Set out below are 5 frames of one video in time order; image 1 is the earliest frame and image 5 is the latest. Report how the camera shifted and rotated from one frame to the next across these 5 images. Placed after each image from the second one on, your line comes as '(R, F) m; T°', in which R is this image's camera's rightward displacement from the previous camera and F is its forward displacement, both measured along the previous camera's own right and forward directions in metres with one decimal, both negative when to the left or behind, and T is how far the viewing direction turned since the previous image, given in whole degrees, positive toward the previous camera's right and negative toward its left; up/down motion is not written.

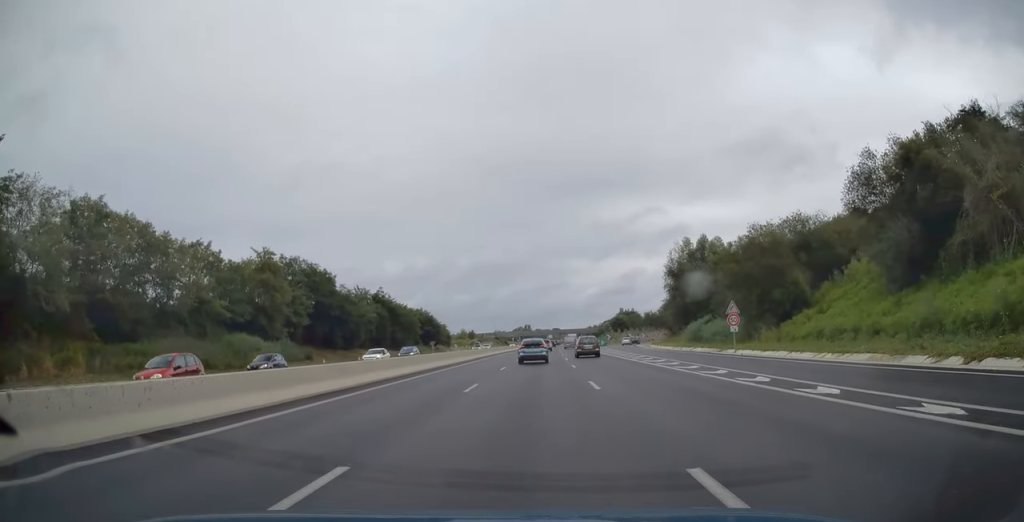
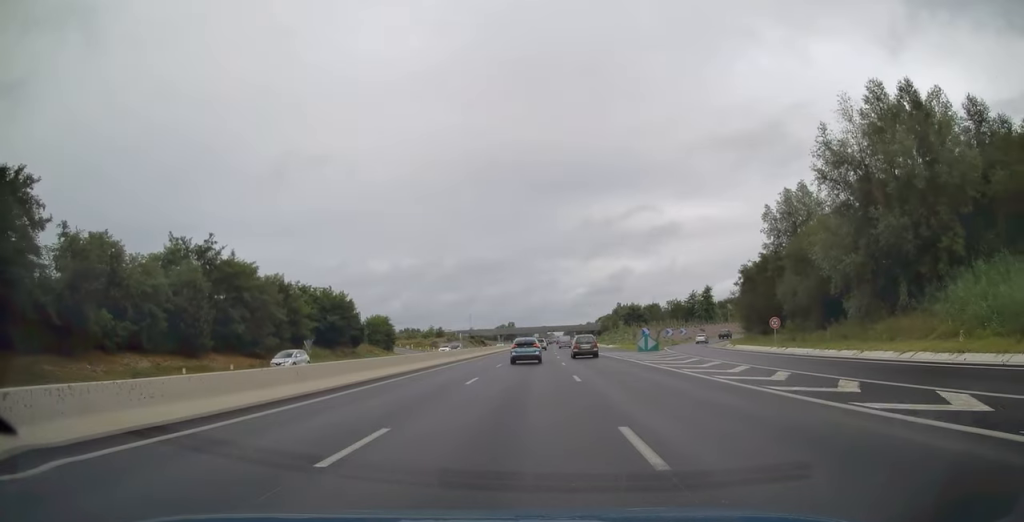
(0.0, +62.2) m; +1°
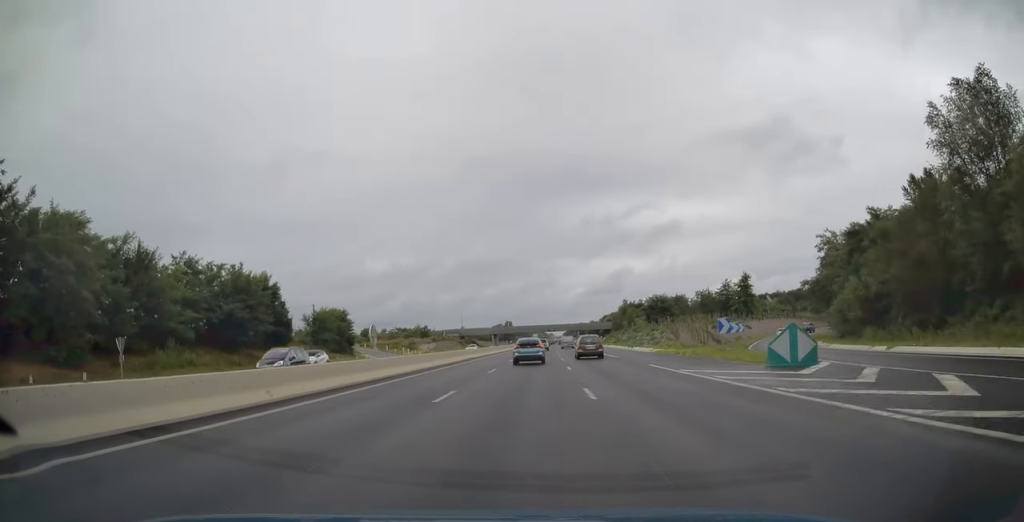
(+0.5, +31.7) m; +1°
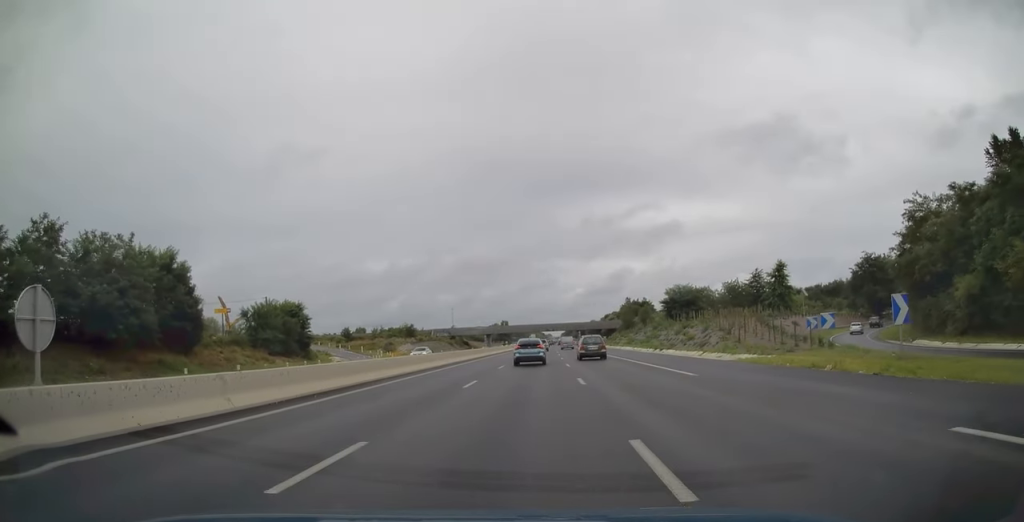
(0.0, +21.5) m; 0°
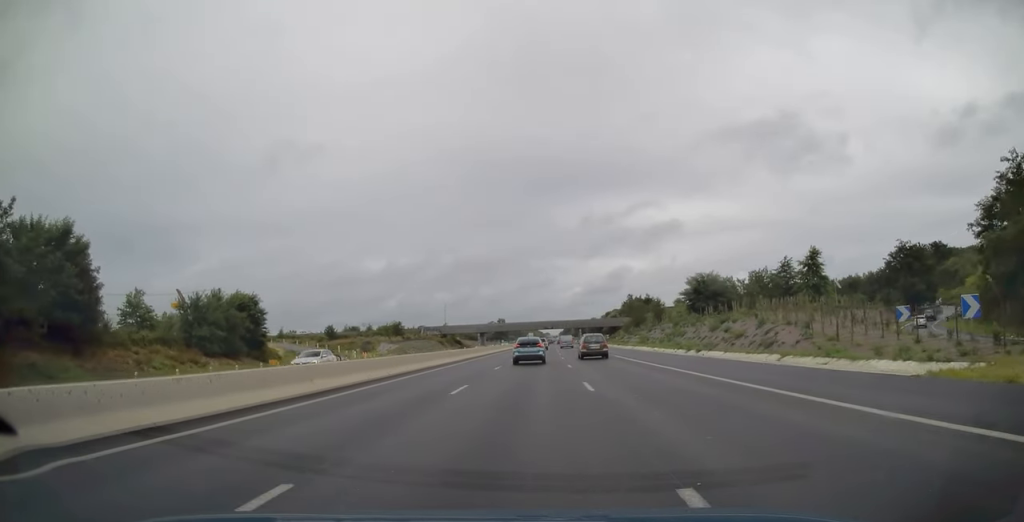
(0.0, +15.6) m; 0°
